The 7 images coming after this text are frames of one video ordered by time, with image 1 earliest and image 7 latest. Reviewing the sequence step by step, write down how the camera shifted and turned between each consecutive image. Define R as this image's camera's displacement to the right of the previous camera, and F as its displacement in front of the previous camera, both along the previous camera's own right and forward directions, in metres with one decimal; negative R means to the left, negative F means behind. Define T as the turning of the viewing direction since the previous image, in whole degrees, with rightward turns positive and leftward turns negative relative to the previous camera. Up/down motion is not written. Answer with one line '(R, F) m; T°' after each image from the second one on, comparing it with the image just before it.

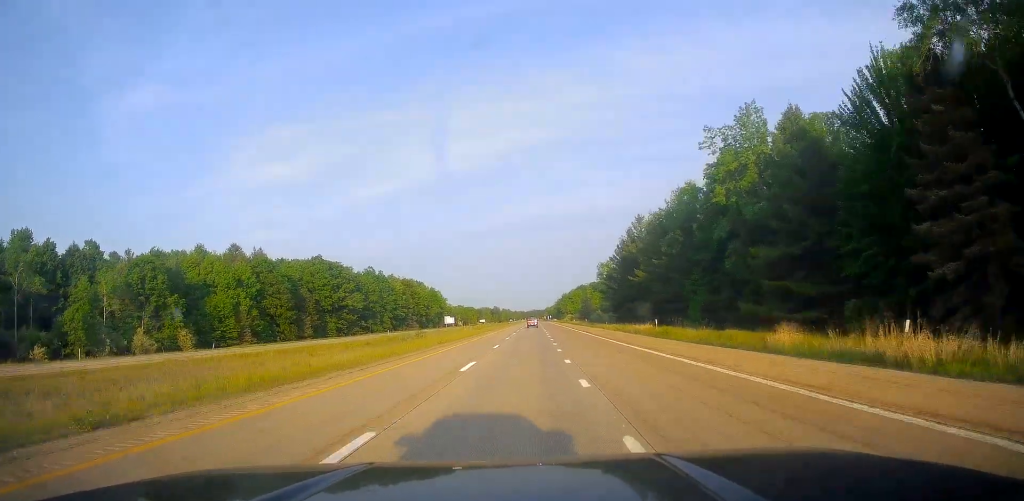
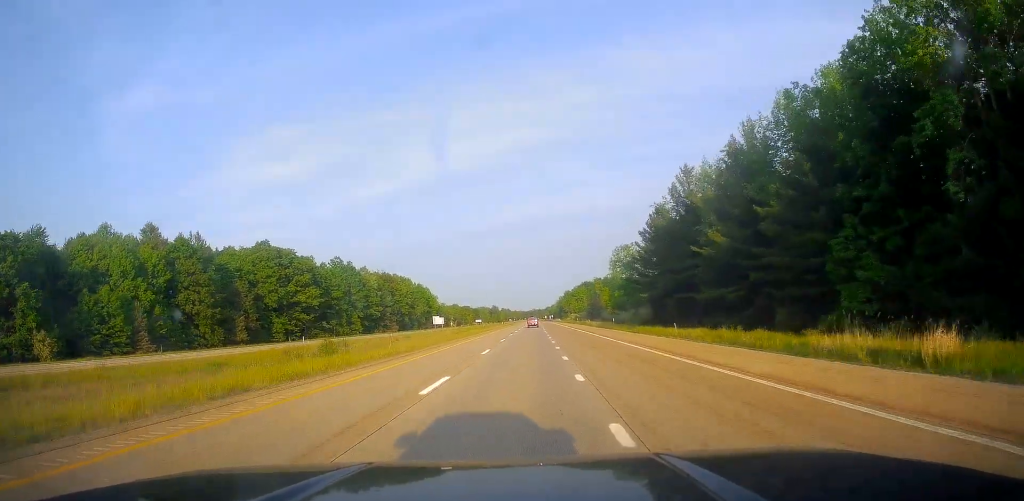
(-0.3, +37.1) m; -1°
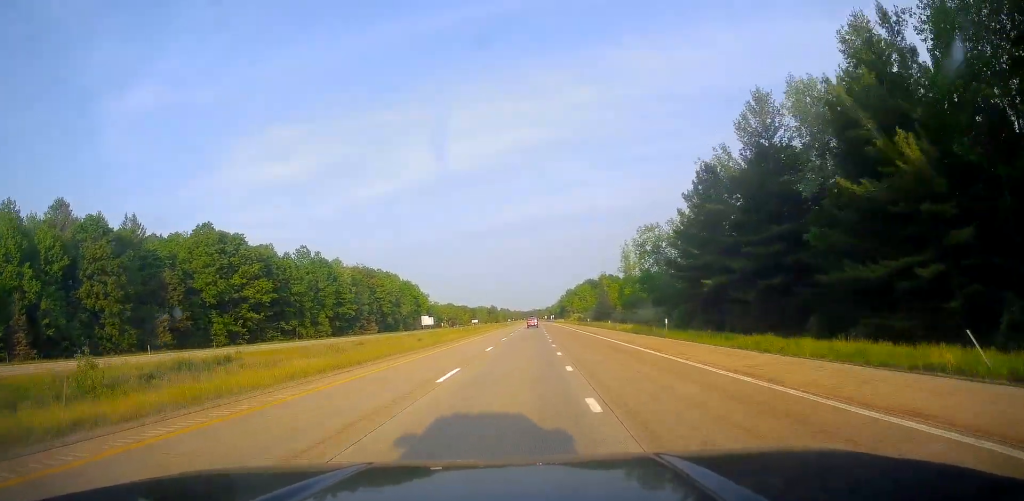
(-0.5, +27.6) m; 0°
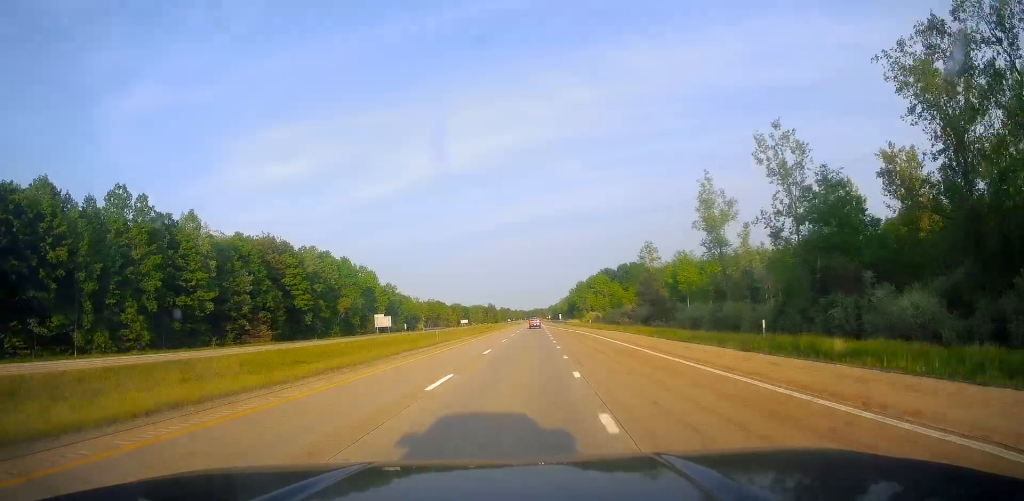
(+1.4, +78.0) m; +1°
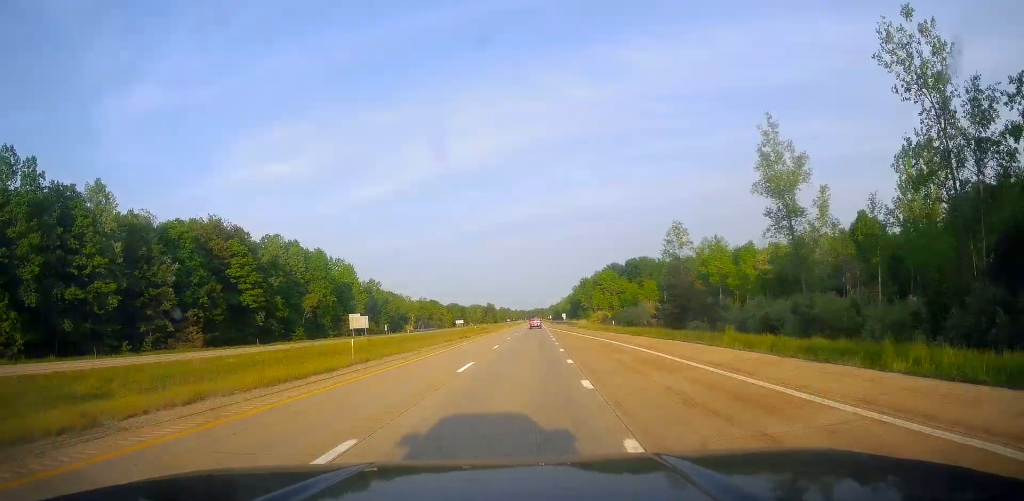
(+0.1, +25.2) m; -1°
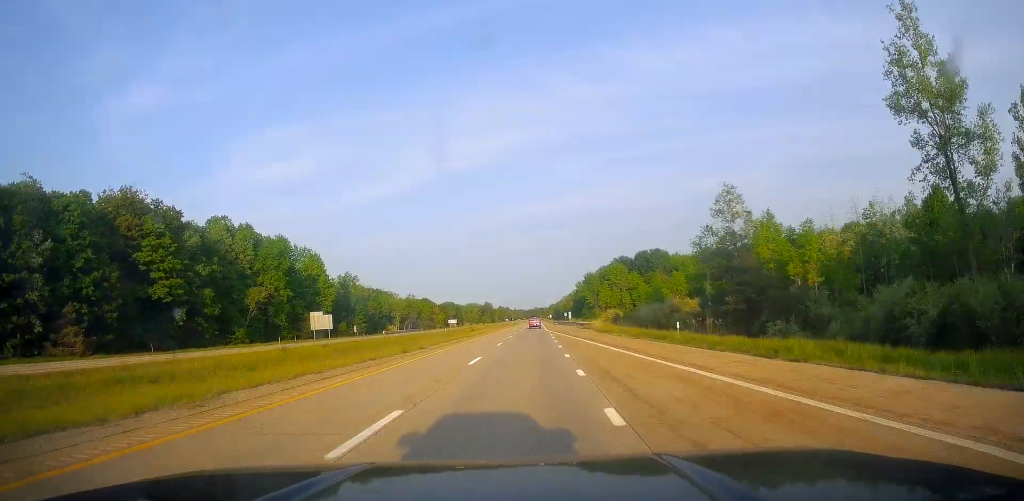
(-0.6, +27.5) m; -1°
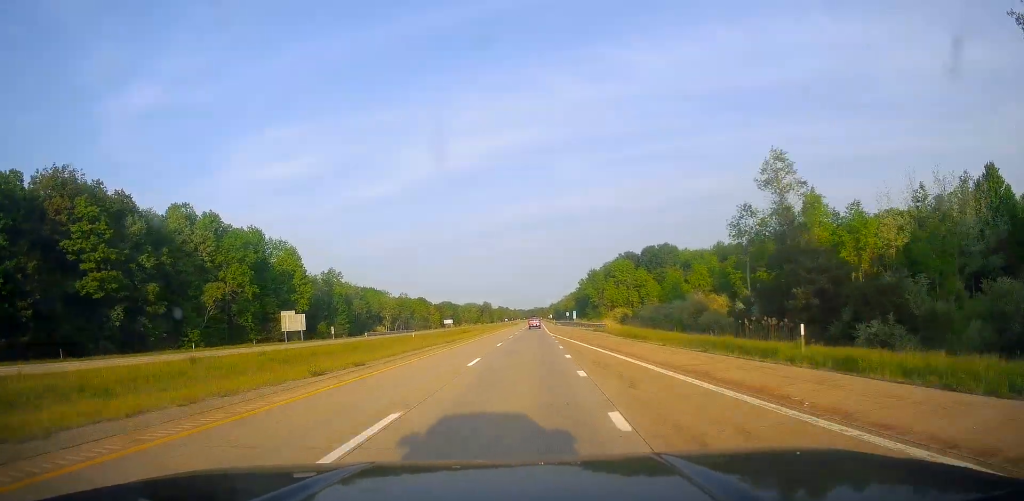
(0.0, +15.6) m; 0°
